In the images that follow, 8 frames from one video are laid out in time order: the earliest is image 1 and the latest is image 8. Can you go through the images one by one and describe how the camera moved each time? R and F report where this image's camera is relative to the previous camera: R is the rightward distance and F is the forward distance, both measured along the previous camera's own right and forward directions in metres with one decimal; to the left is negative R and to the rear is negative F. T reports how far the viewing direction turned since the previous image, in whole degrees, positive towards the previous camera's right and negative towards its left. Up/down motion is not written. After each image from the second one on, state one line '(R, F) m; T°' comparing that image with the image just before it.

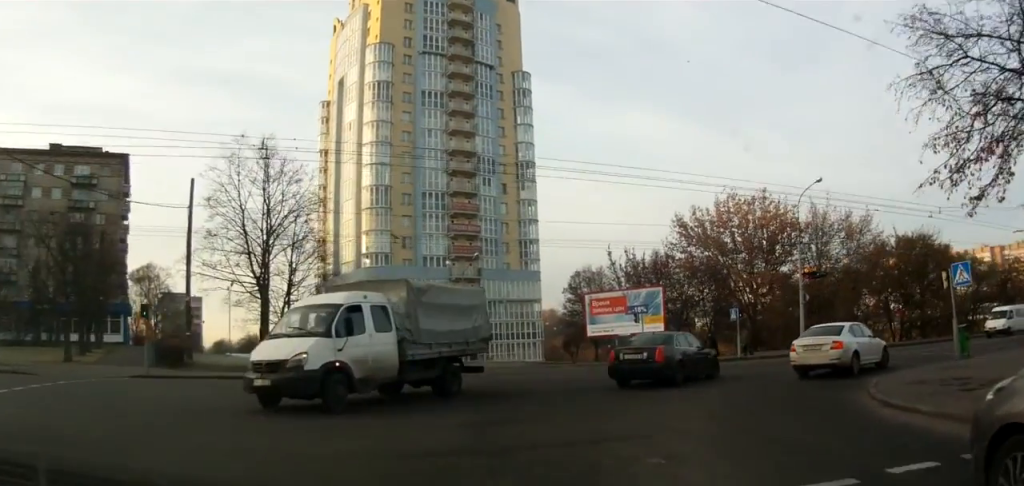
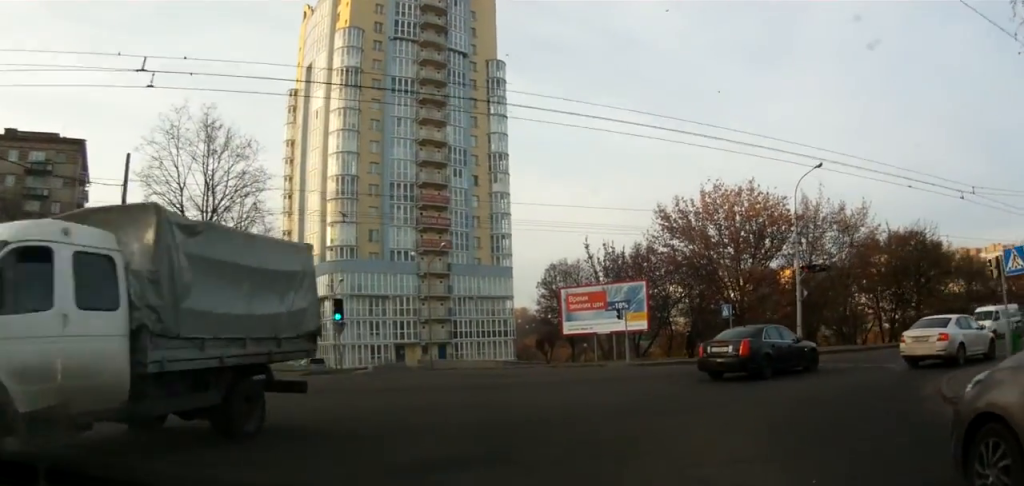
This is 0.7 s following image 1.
(0.0, +3.7) m; +1°
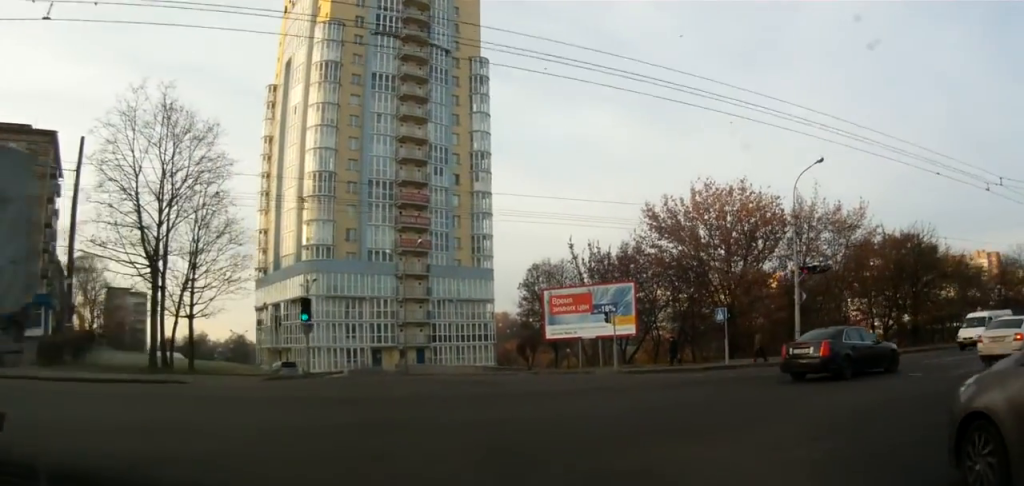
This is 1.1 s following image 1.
(0.0, +2.6) m; +4°
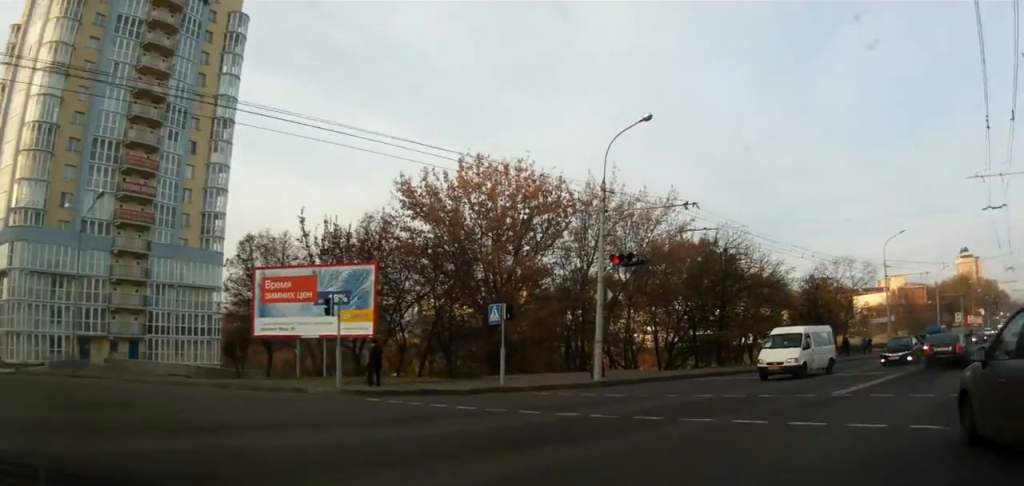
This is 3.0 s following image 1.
(+3.3, +10.1) m; +46°
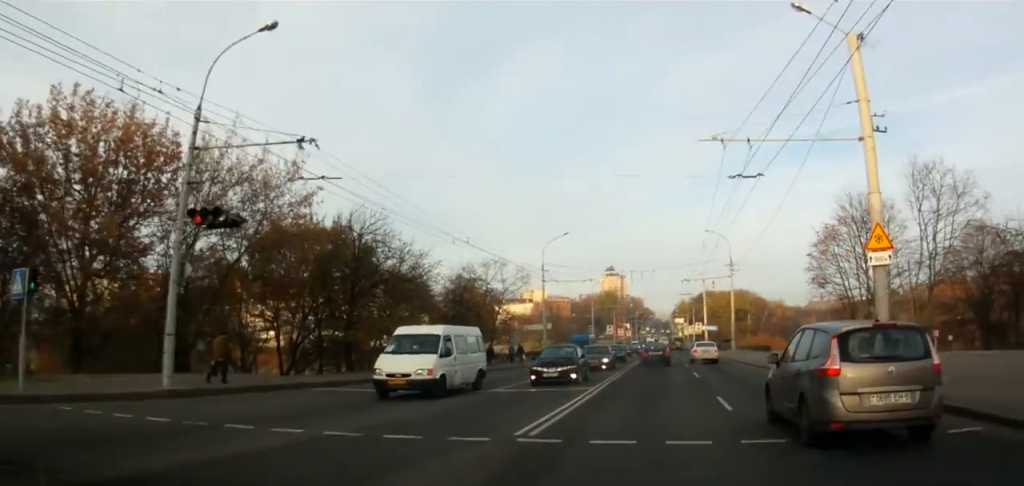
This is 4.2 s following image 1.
(+2.4, +8.6) m; +23°
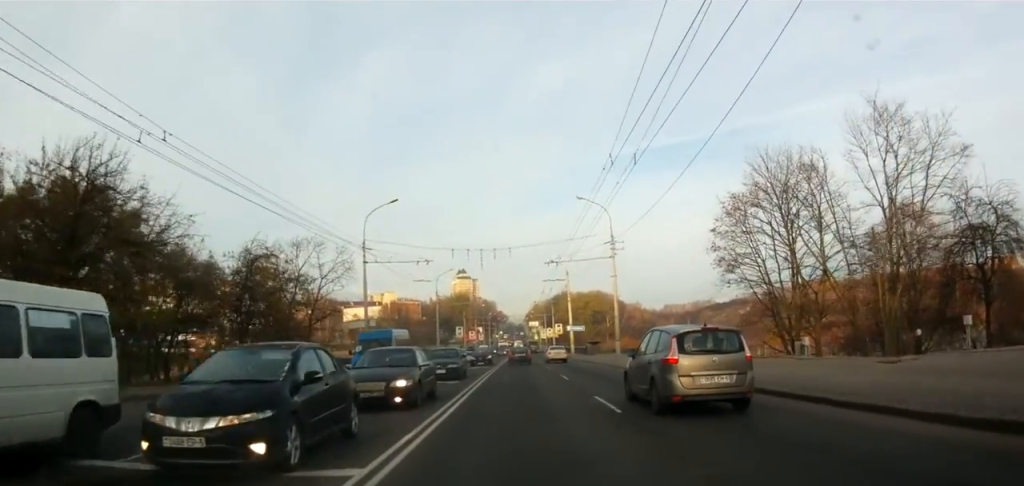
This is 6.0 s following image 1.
(+2.4, +14.7) m; +13°
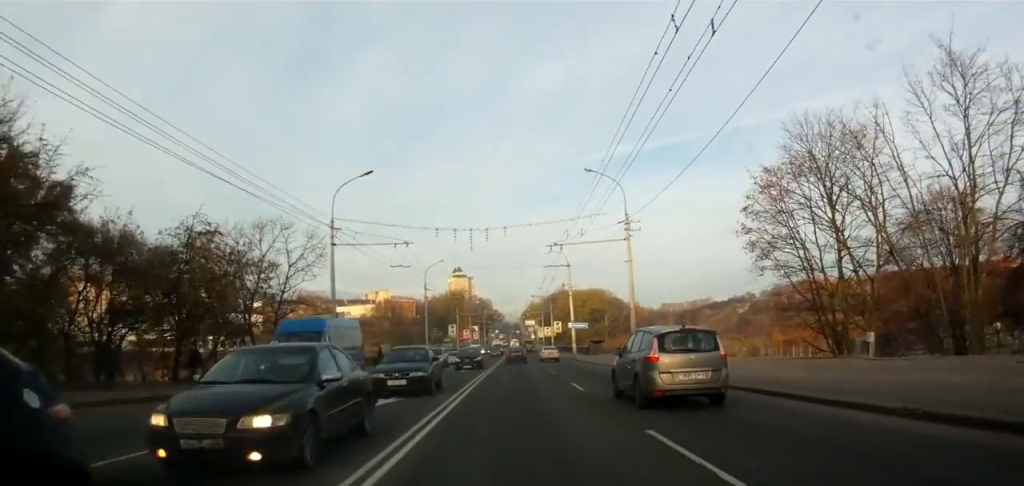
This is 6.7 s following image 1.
(0.0, +7.6) m; 0°
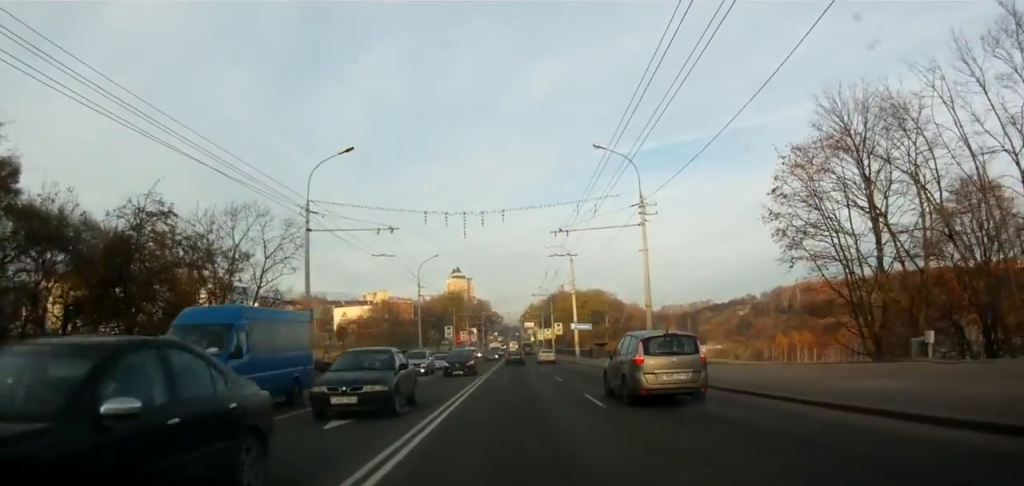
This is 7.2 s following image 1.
(0.0, +4.7) m; -1°
